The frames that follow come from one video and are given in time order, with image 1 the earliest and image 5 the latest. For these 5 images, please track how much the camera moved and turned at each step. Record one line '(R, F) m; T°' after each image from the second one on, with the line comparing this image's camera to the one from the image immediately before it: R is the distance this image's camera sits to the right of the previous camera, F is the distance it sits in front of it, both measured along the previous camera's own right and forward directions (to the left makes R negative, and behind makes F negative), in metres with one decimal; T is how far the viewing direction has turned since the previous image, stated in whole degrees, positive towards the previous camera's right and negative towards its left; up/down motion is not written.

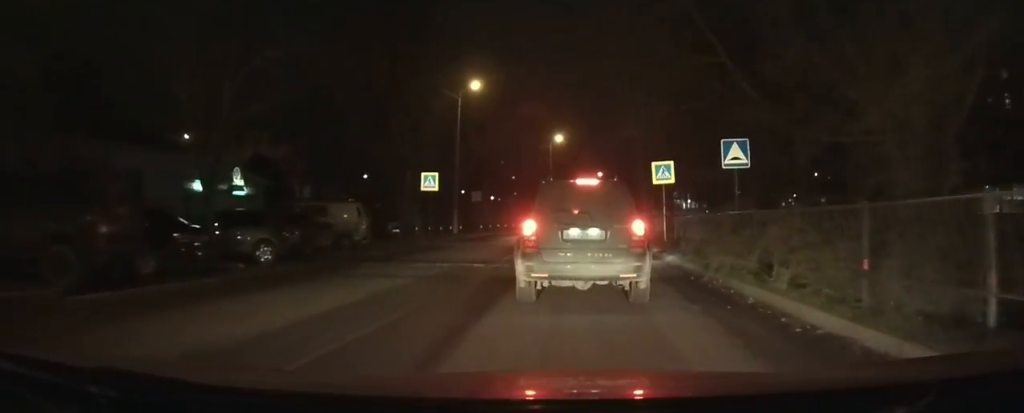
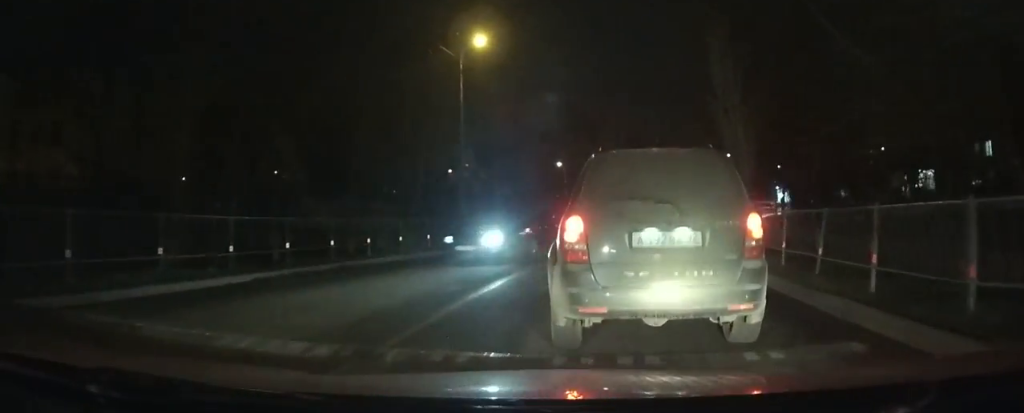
(+2.3, +35.6) m; +12°
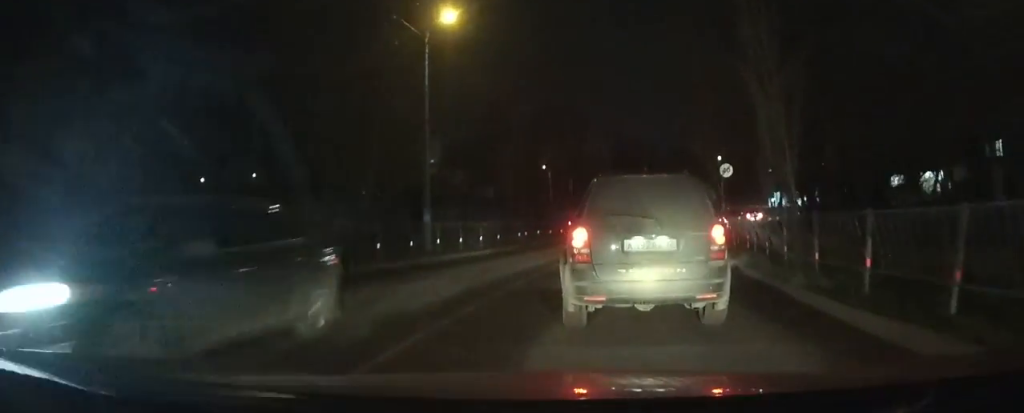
(+0.4, +6.6) m; +4°
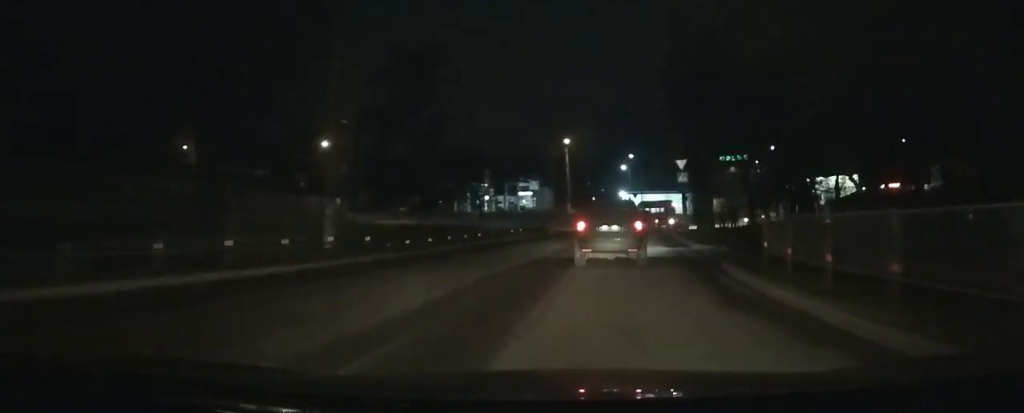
(+4.3, +31.7) m; +14°
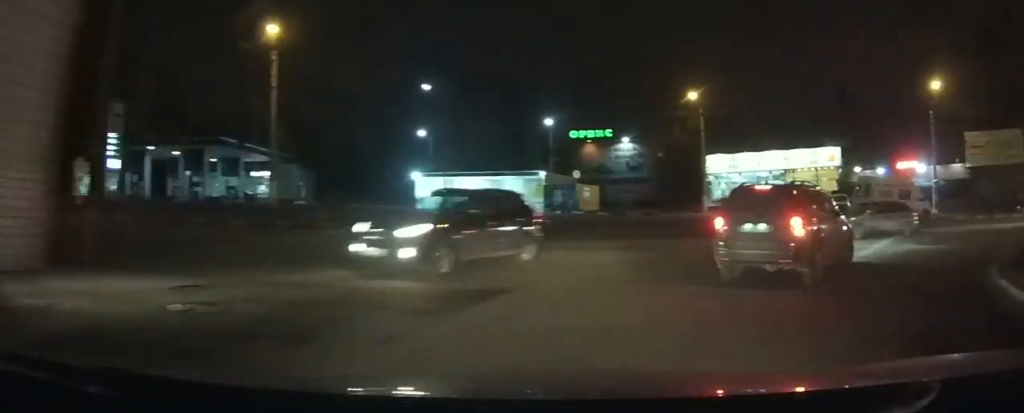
(+3.1, +33.8) m; +16°
